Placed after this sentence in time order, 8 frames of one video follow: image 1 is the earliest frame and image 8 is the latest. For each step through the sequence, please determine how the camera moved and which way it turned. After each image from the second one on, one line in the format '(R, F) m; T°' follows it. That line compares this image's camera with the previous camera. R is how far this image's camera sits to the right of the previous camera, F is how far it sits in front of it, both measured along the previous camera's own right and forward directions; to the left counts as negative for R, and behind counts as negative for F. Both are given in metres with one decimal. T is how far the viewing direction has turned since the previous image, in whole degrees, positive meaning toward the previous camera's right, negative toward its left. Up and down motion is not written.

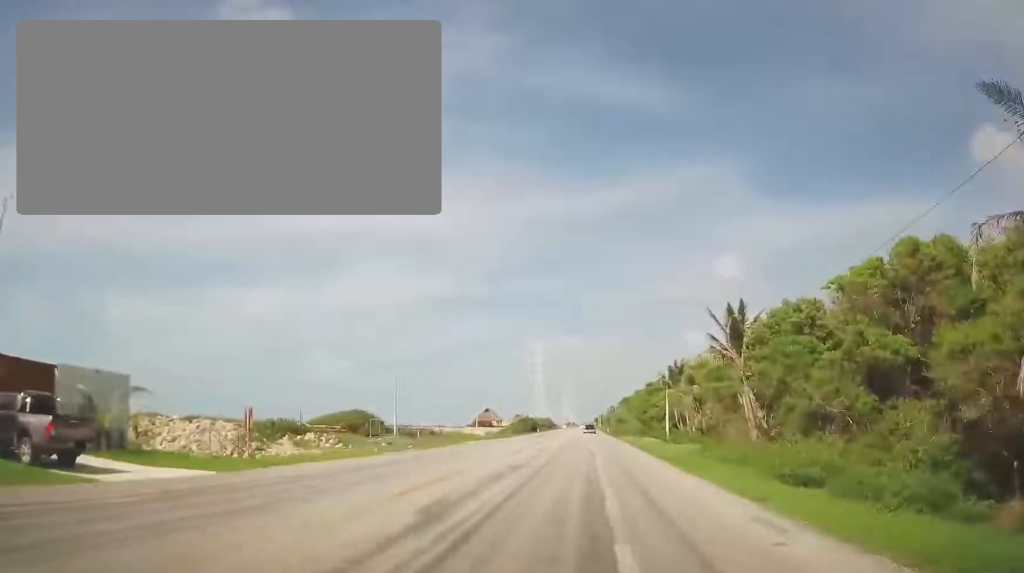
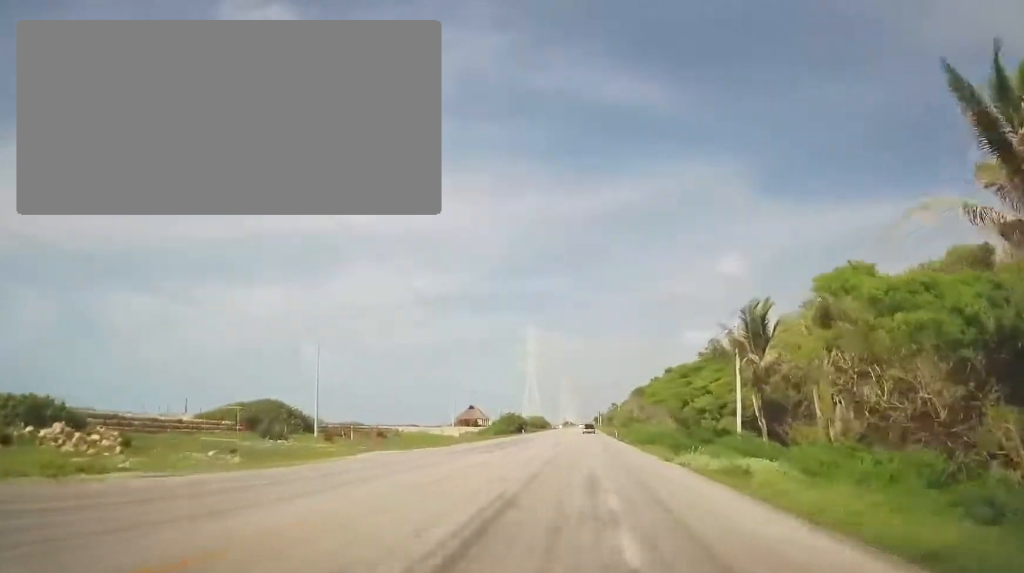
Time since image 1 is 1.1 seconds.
(0.0, +27.7) m; 0°
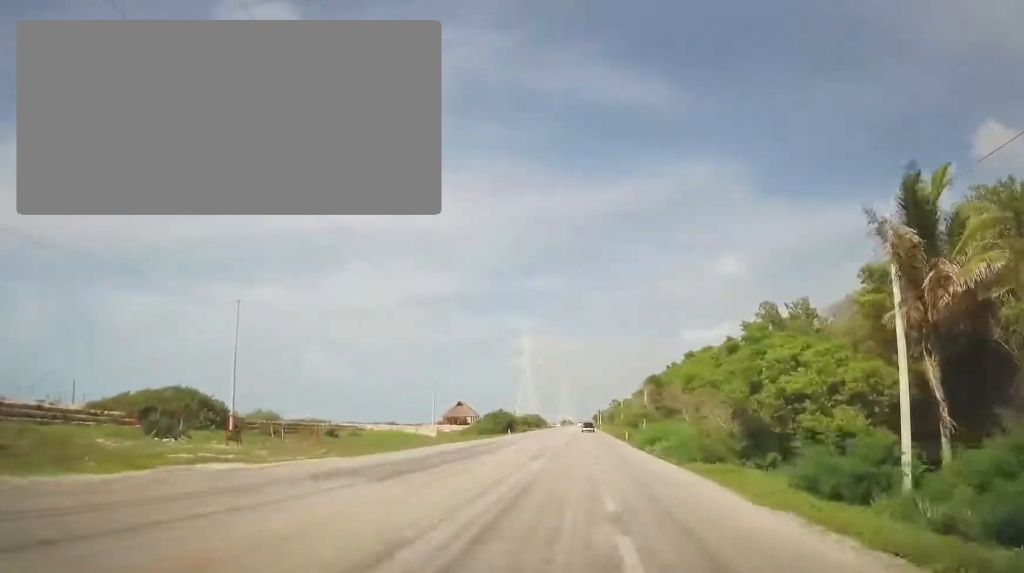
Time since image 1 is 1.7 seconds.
(0.0, +16.8) m; 0°
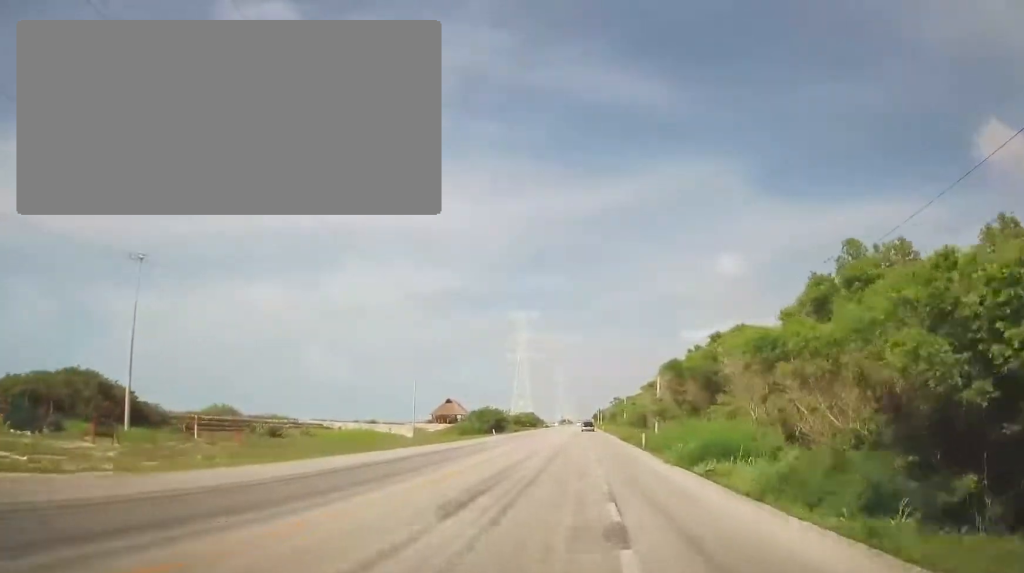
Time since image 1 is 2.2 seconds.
(0.0, +13.3) m; 0°
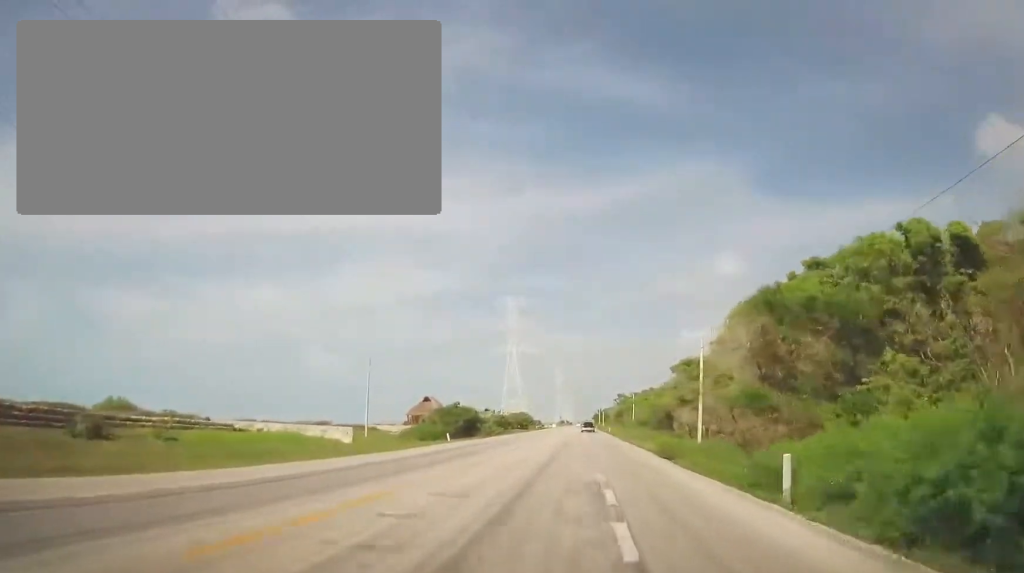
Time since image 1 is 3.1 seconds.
(+0.1, +23.1) m; 0°
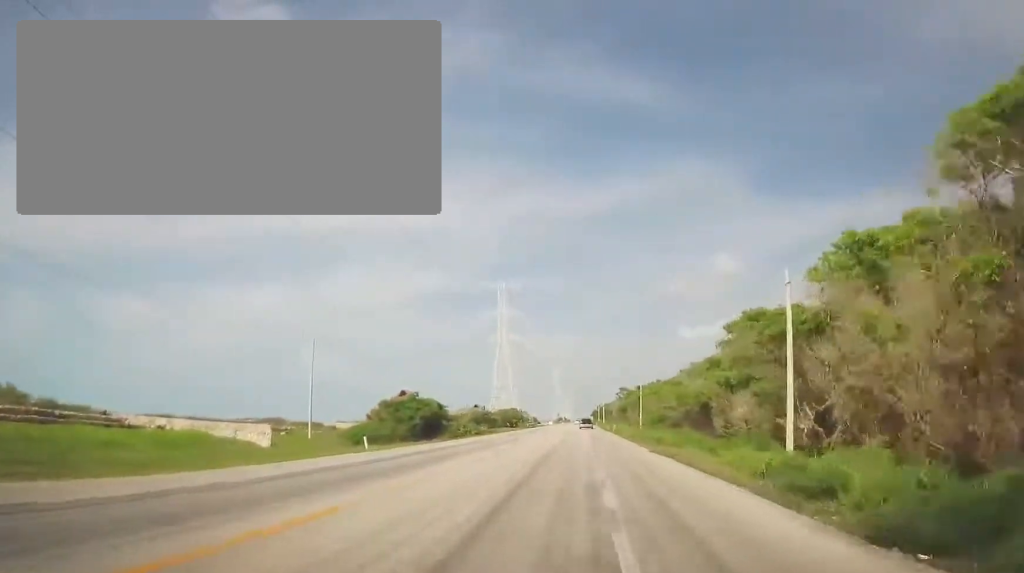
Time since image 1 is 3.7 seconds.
(0.0, +17.4) m; 0°
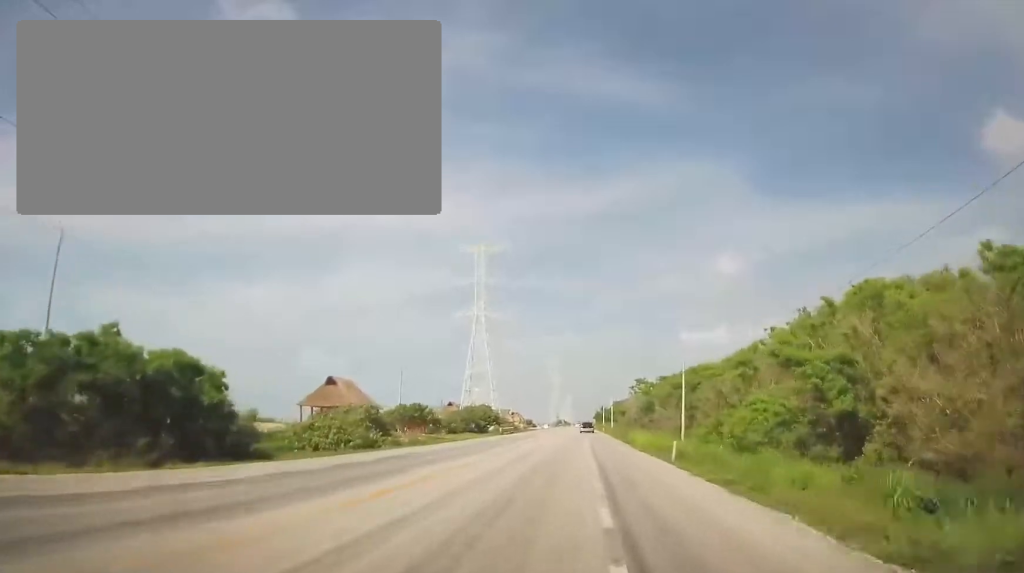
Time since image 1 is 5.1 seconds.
(-0.2, +37.9) m; 0°
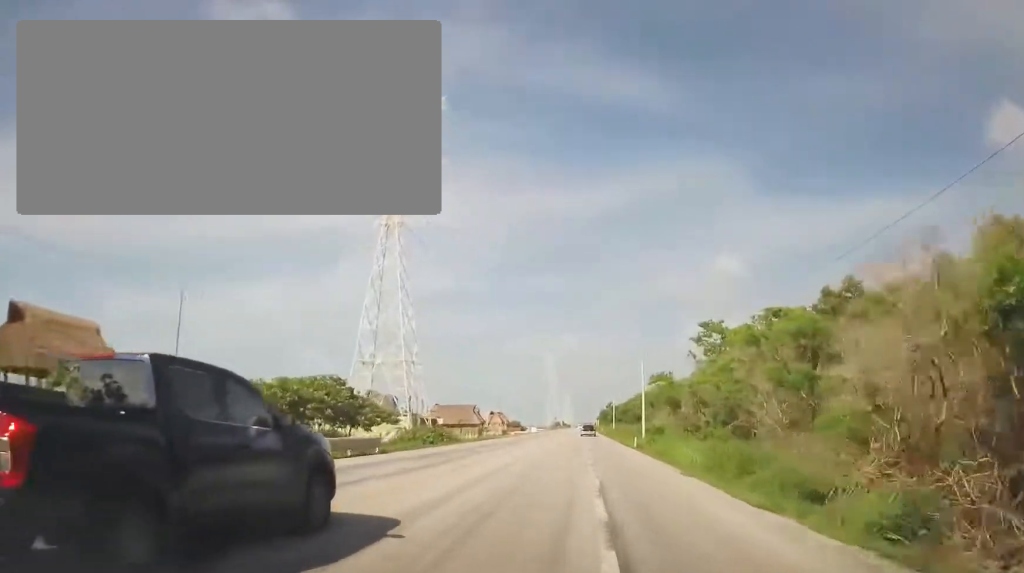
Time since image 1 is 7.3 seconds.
(+0.3, +56.7) m; -1°
